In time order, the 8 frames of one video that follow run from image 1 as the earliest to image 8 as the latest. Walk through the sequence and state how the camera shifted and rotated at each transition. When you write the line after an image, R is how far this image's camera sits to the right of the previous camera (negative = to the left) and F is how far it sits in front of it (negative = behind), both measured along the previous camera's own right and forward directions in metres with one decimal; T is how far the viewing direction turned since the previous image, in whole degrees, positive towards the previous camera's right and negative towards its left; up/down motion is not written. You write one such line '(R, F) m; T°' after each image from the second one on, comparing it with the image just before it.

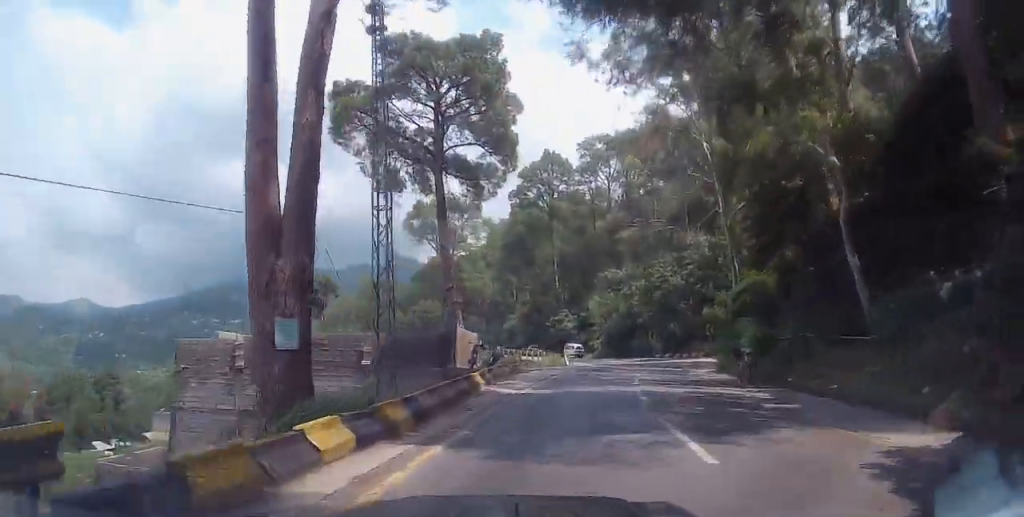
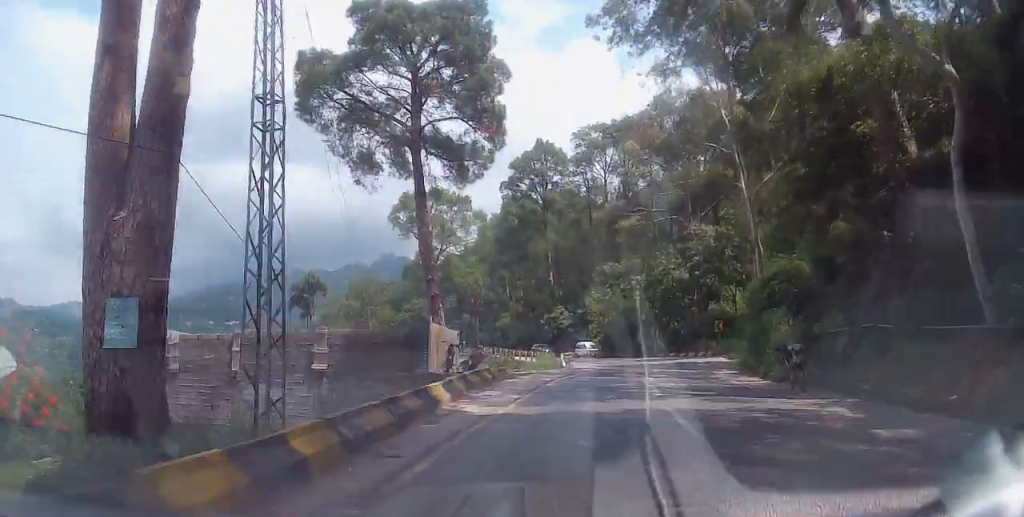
(-0.1, +5.0) m; +2°
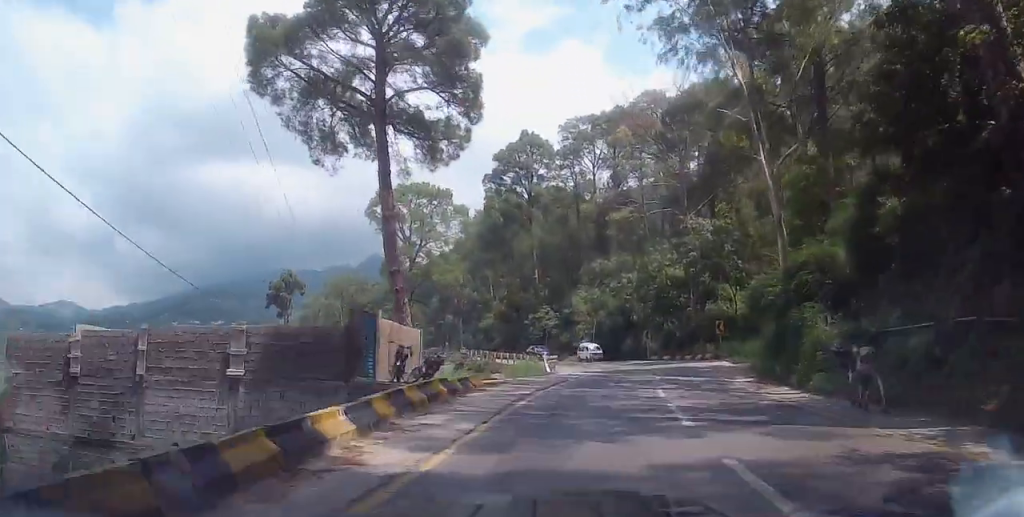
(+0.5, +5.0) m; +1°
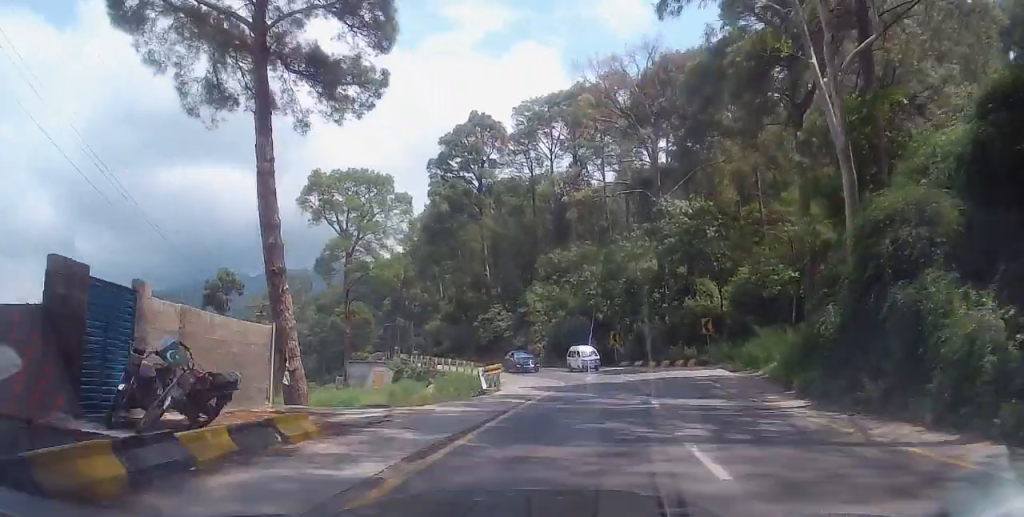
(+0.1, +9.3) m; +1°
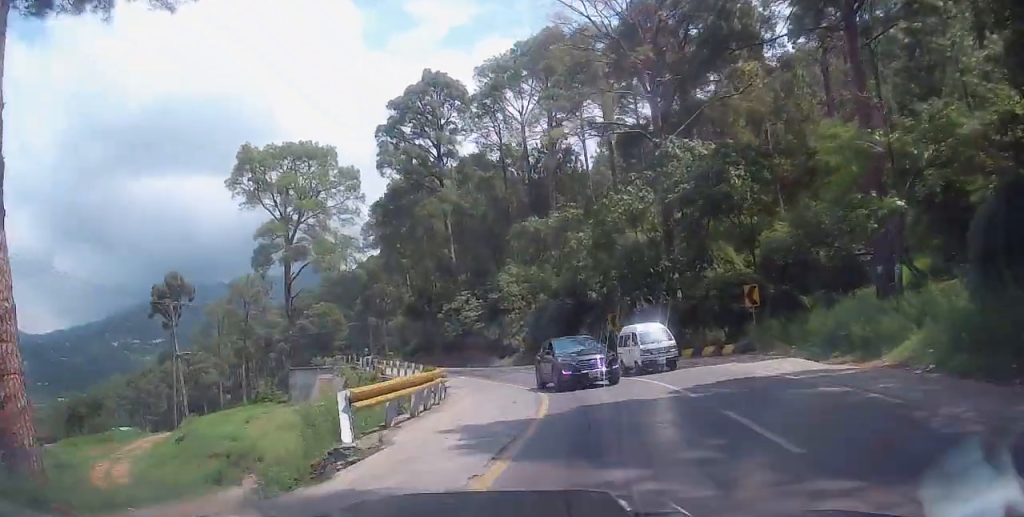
(+0.1, +12.4) m; 0°
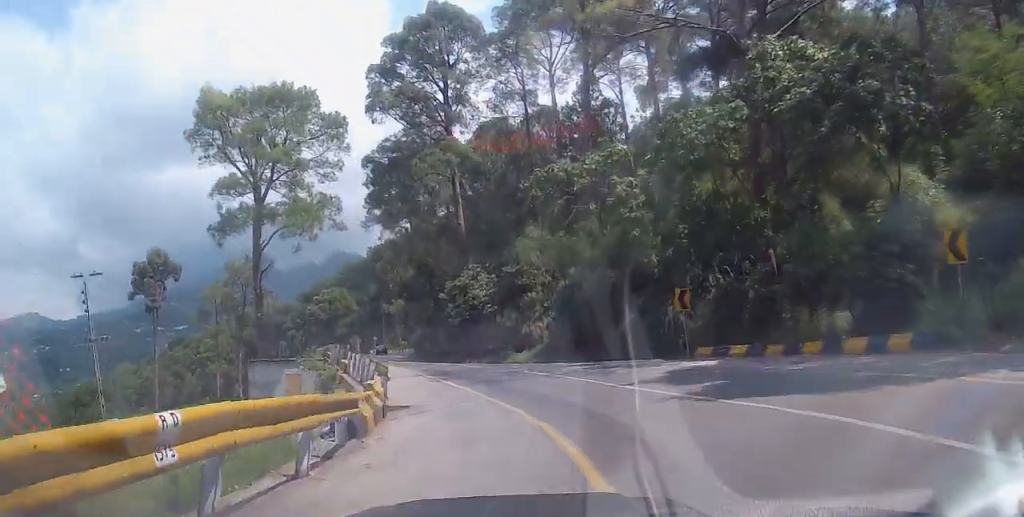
(-0.3, +13.2) m; -4°
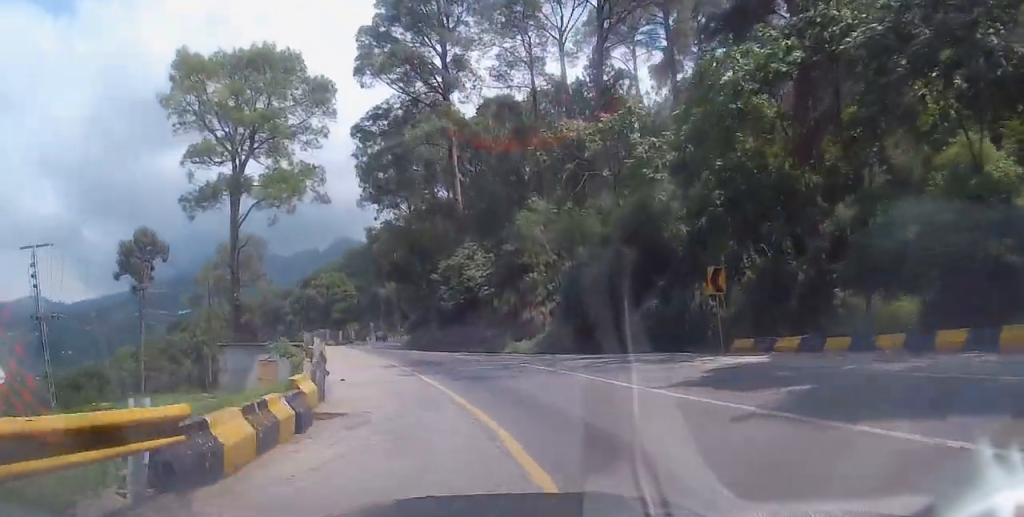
(-0.1, +4.8) m; -2°
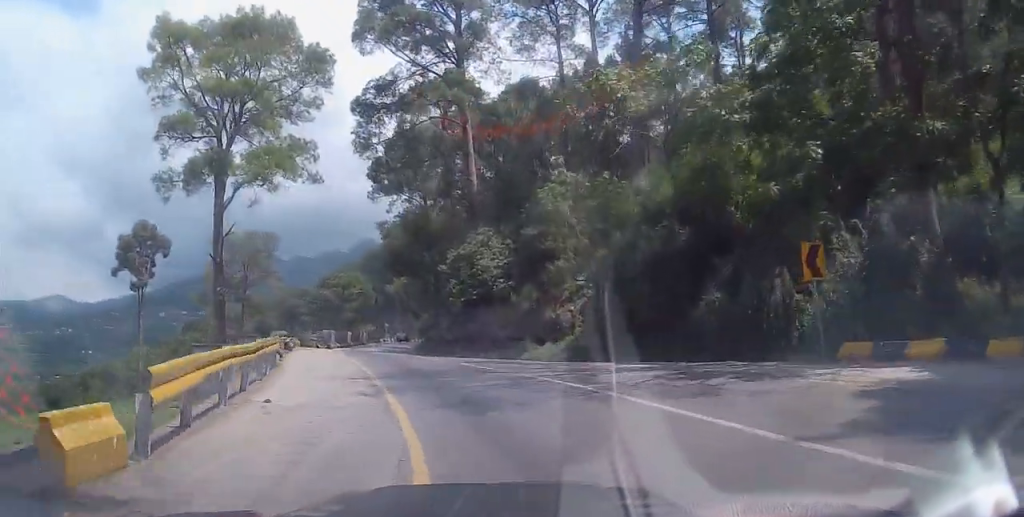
(+0.1, +6.2) m; -2°
